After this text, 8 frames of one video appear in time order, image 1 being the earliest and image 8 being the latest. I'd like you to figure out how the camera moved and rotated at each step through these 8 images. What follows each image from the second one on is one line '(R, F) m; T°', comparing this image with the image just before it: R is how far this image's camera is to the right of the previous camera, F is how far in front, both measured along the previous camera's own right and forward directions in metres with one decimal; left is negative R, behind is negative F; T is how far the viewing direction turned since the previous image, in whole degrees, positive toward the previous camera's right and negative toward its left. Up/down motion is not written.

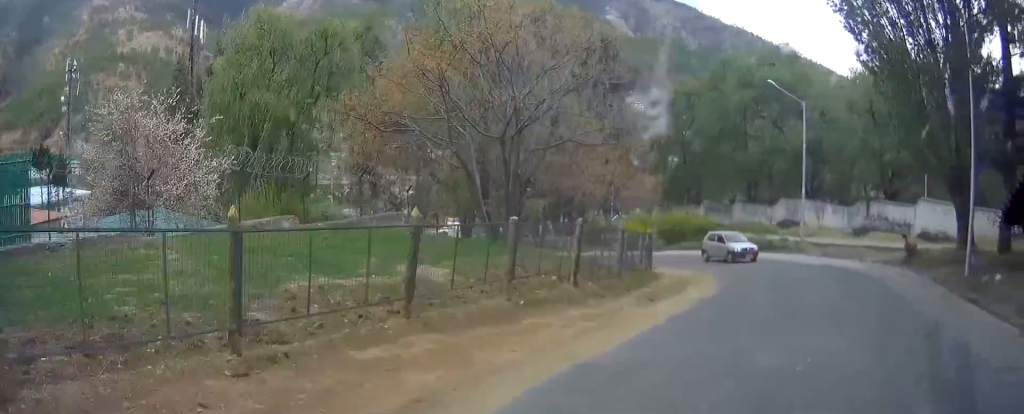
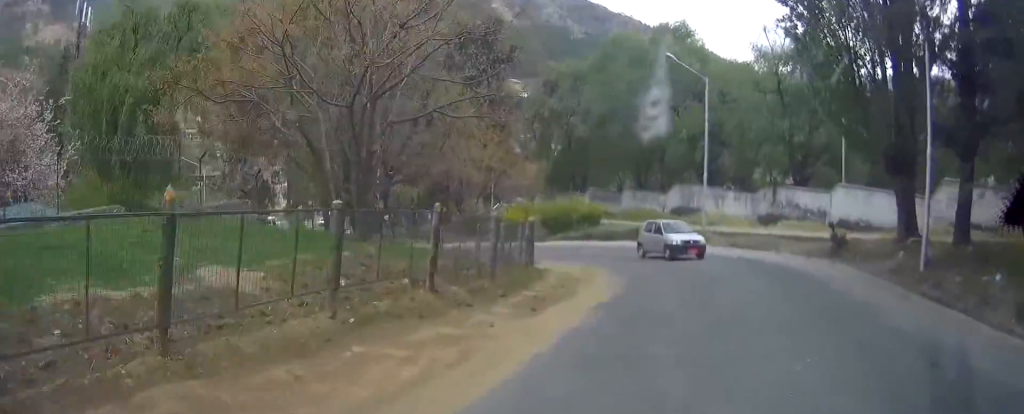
(0.0, +3.0) m; 0°
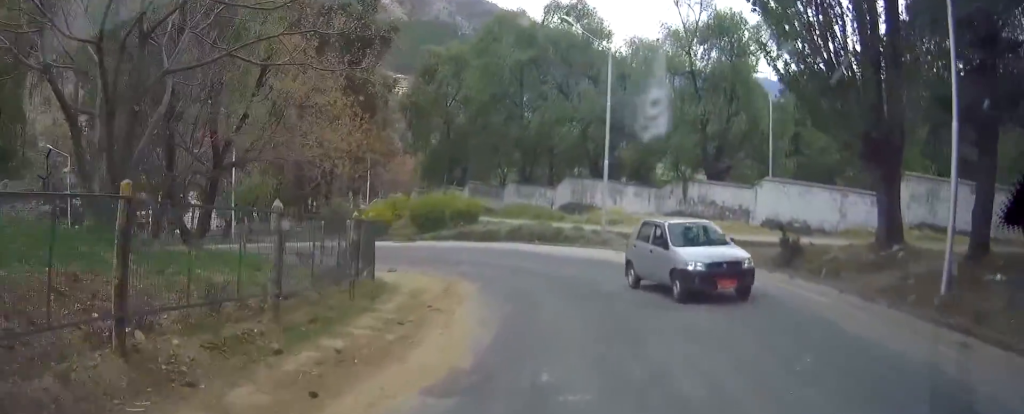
(0.0, +5.3) m; +9°
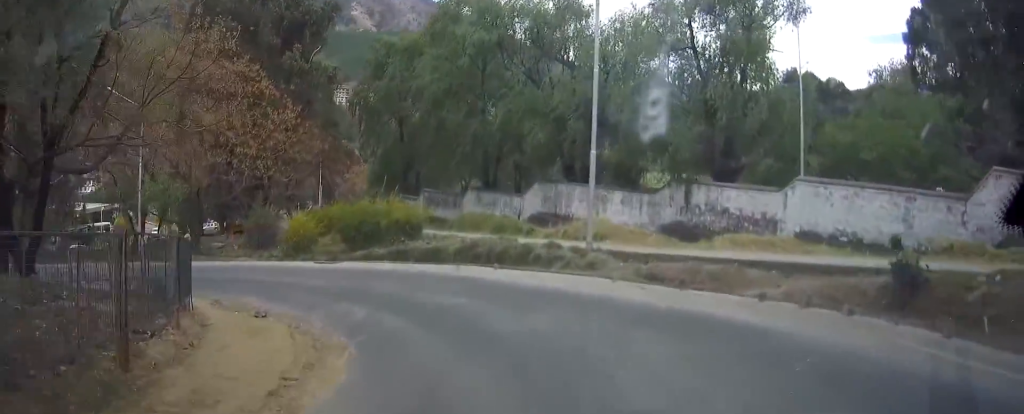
(+1.6, +7.1) m; +21°
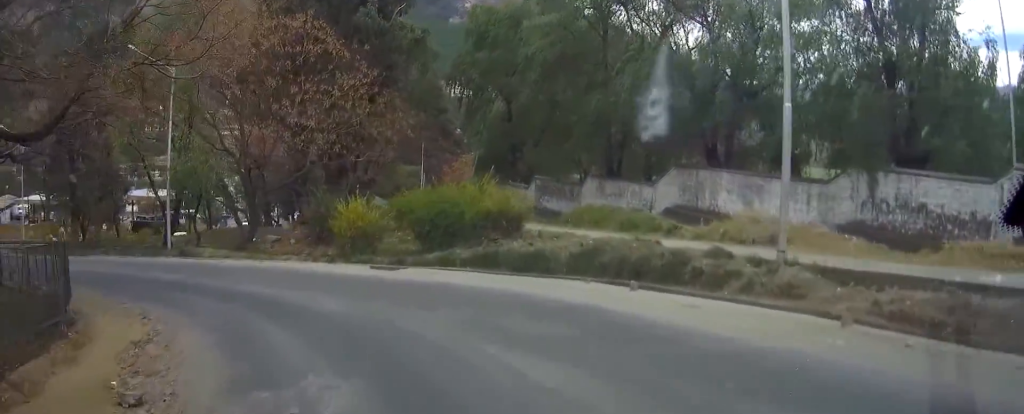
(-0.2, +6.8) m; -10°
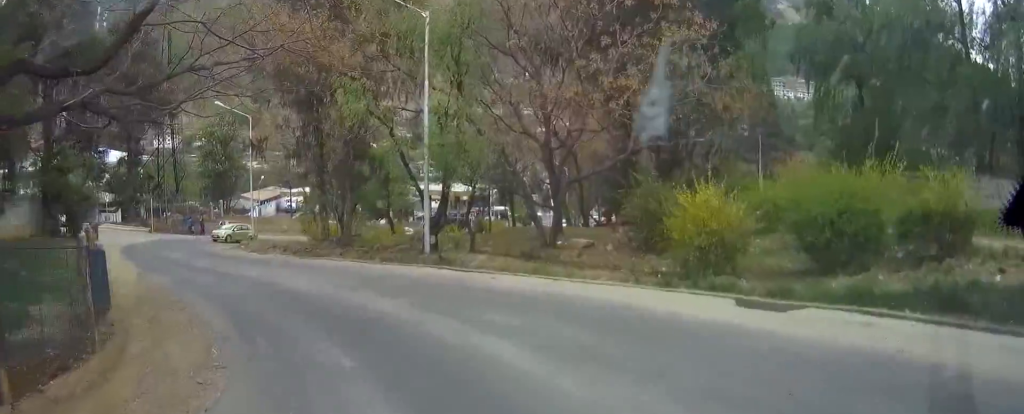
(-1.6, +6.6) m; -38°
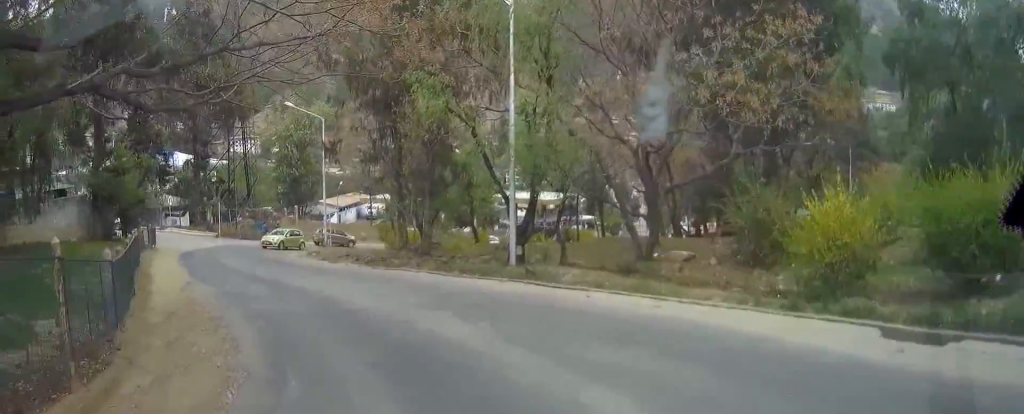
(-0.2, +2.0) m; -9°
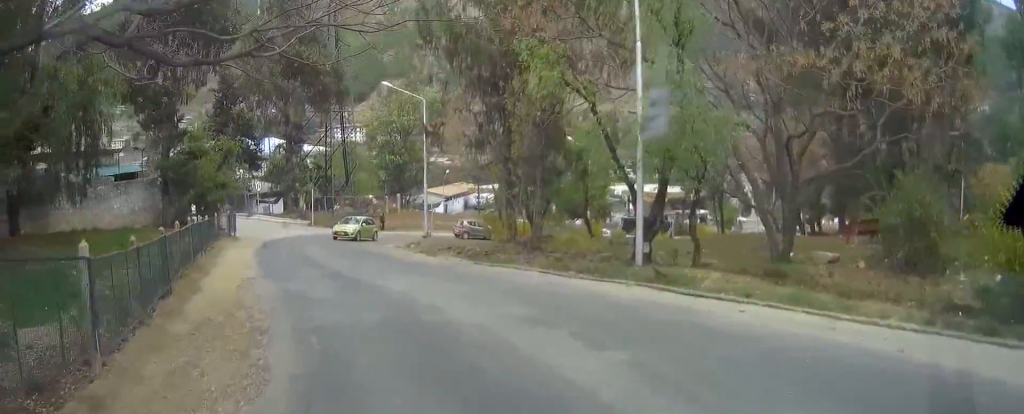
(-0.7, +3.0) m; -8°
